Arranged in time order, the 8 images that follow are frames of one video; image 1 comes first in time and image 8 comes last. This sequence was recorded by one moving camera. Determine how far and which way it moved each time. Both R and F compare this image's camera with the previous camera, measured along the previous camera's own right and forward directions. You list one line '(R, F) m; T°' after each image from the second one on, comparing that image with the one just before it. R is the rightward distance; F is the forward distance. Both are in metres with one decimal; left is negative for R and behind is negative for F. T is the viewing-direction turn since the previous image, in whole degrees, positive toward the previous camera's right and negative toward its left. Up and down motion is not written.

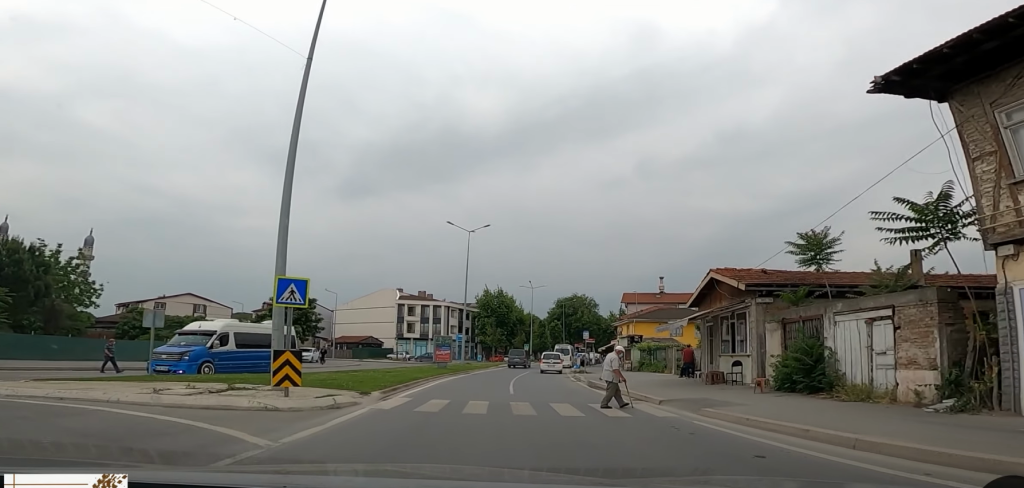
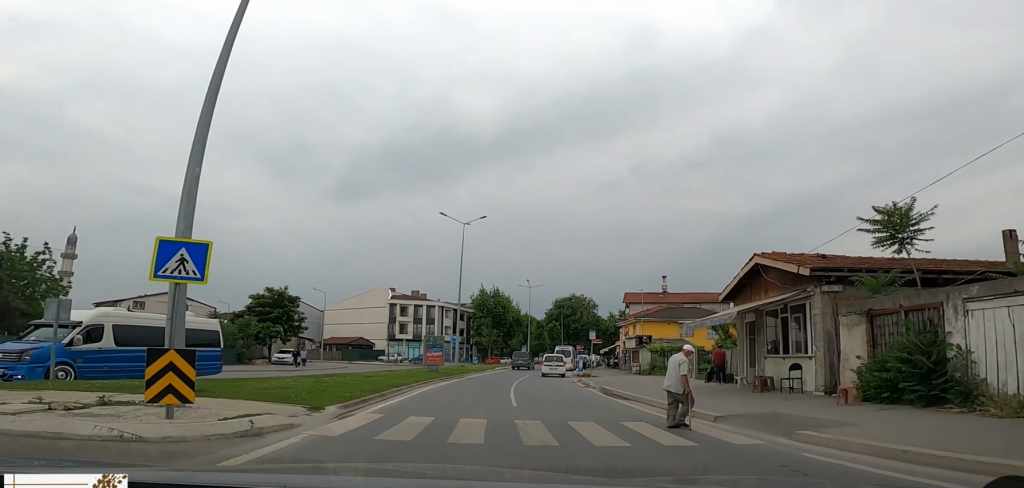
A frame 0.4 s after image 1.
(+0.1, +3.7) m; +2°
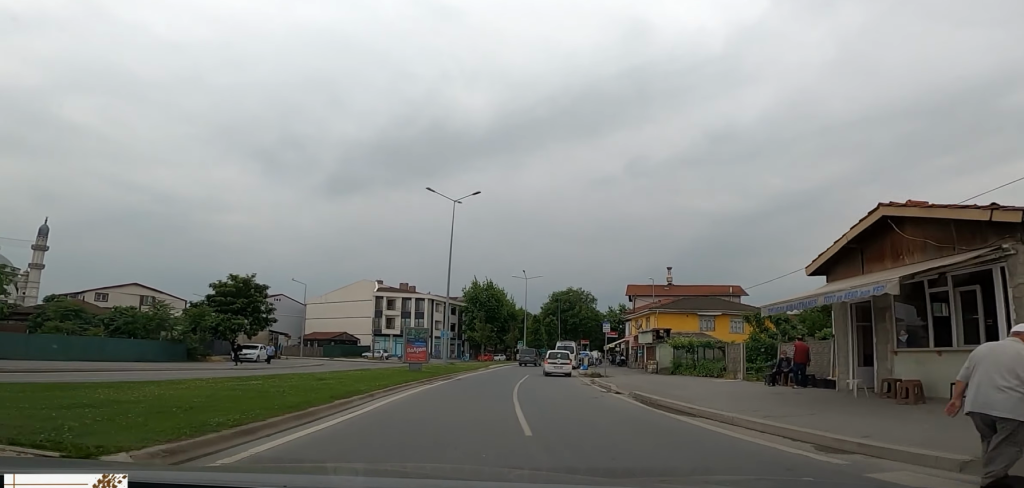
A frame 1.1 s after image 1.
(0.0, +5.6) m; 0°
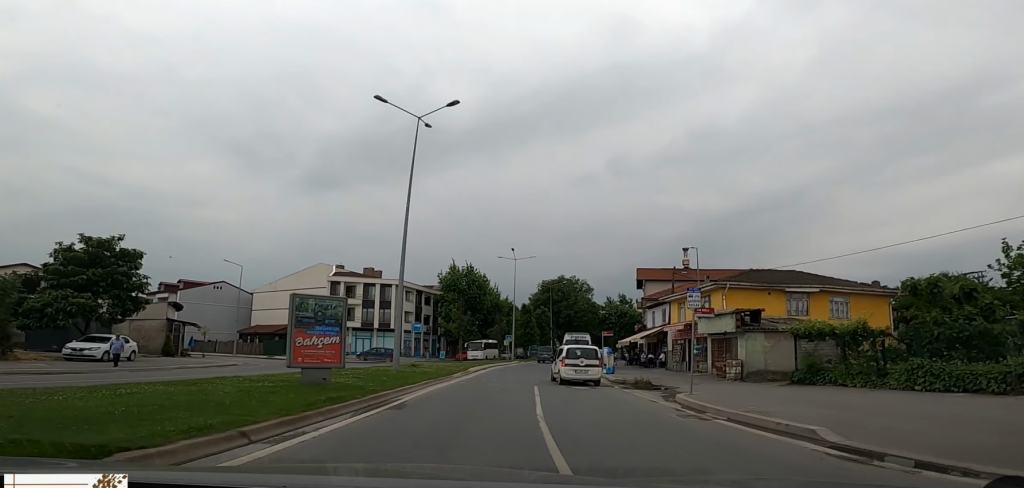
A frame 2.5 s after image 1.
(-0.4, +12.5) m; -8°
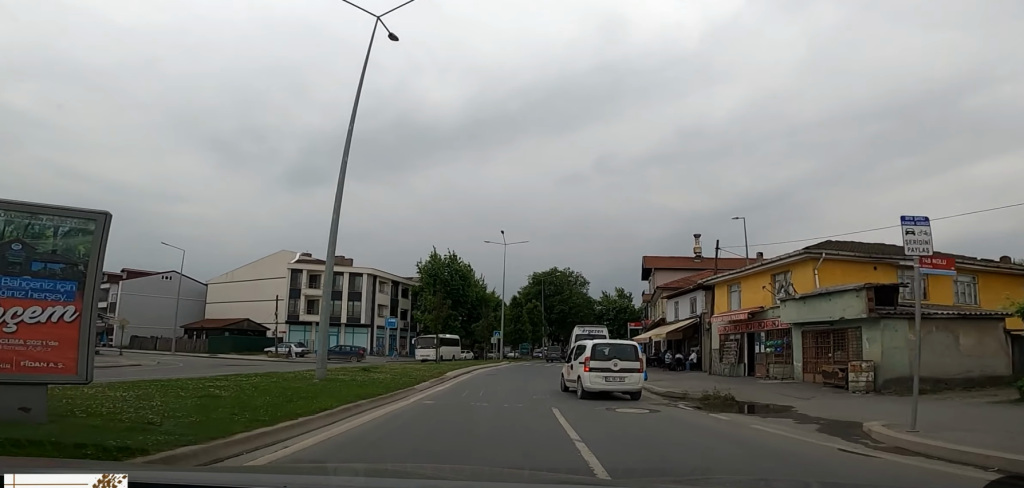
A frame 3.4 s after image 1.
(-0.9, +7.2) m; 0°
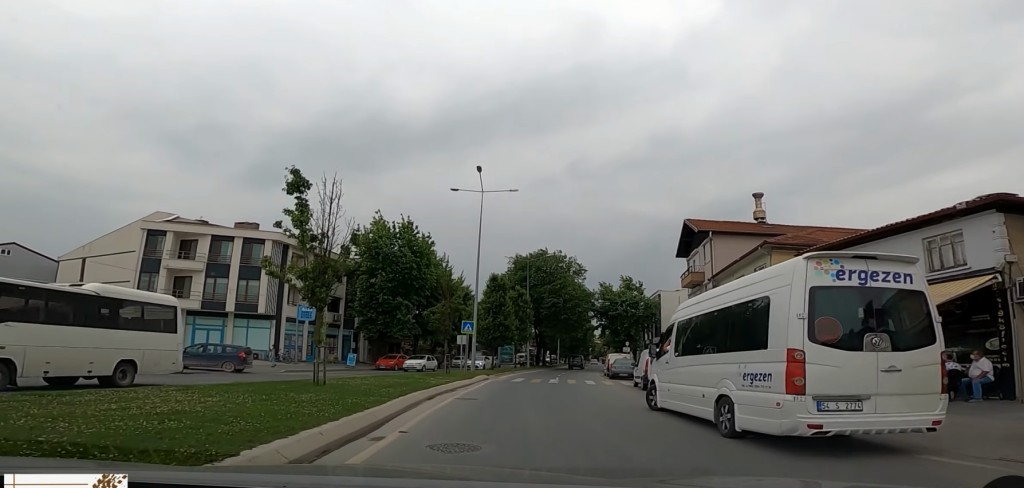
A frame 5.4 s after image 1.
(+2.2, +18.3) m; 0°
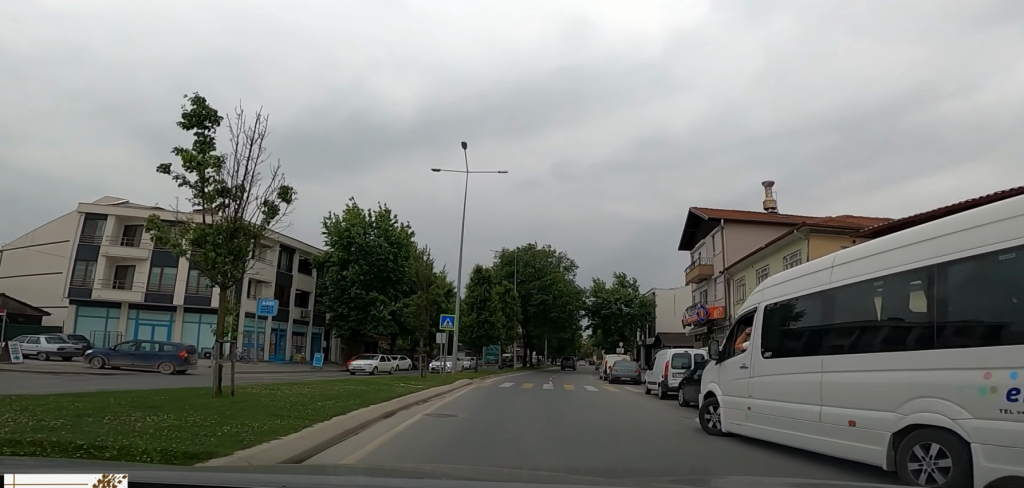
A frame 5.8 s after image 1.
(-0.4, +3.7) m; 0°
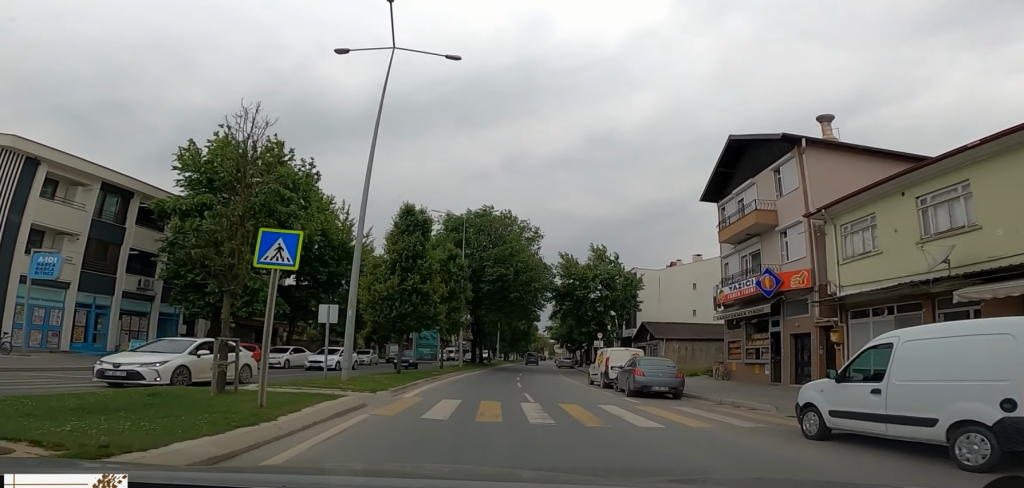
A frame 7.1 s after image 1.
(+0.3, +11.6) m; +5°
